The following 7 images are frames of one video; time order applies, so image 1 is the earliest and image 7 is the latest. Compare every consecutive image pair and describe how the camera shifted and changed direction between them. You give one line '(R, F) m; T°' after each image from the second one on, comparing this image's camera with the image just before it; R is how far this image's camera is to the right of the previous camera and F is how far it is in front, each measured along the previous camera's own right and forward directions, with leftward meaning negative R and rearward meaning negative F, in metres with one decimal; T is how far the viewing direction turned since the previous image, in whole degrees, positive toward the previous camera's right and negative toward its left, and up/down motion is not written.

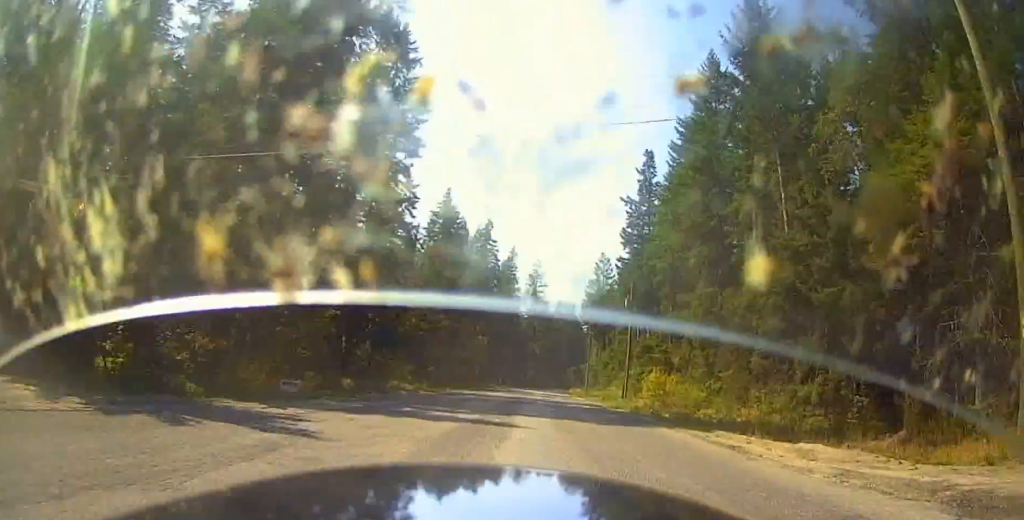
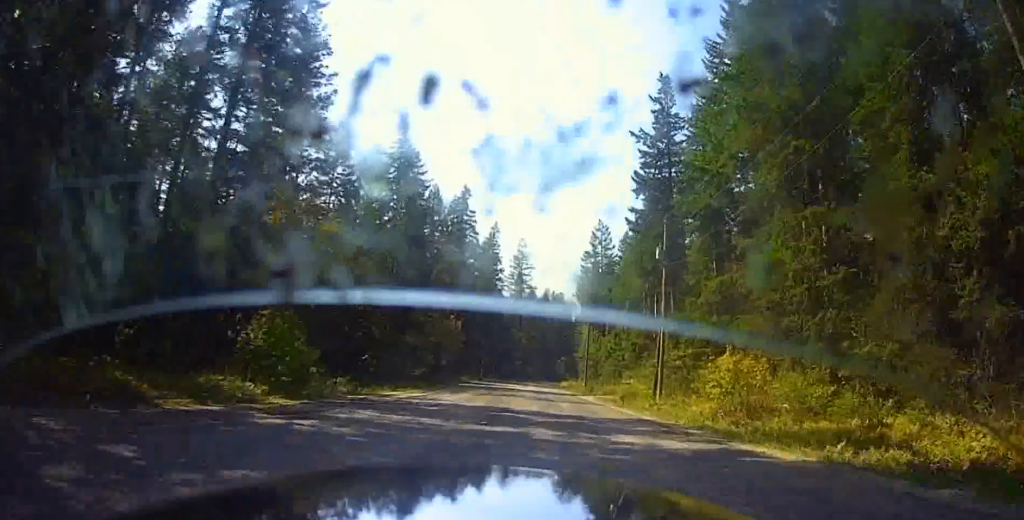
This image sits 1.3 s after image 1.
(0.0, +21.4) m; 0°
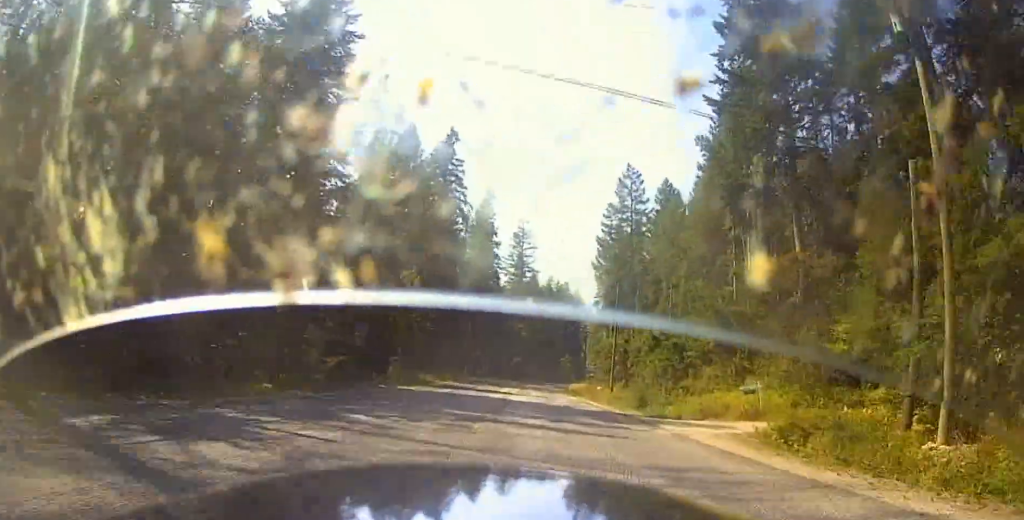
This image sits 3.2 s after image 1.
(+0.3, +31.2) m; +1°
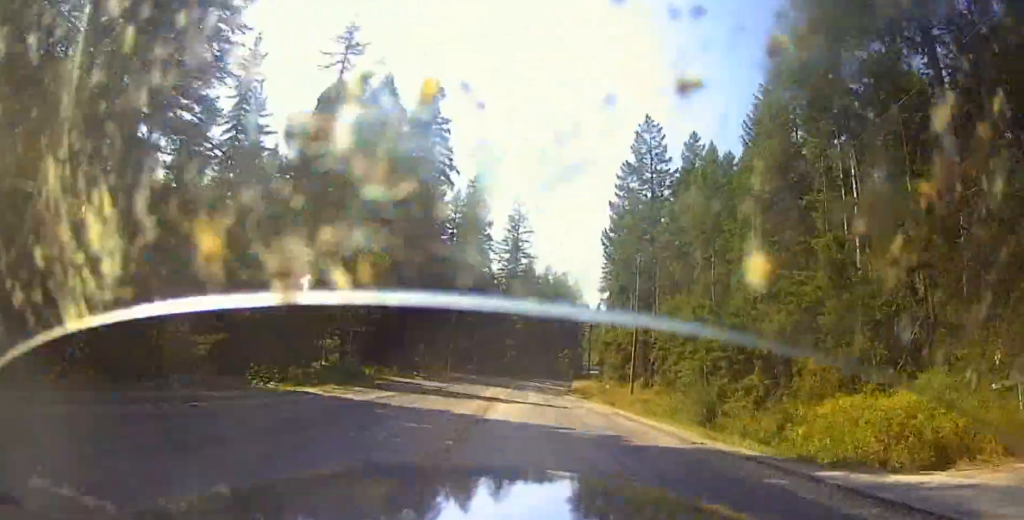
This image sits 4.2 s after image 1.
(+0.1, +15.4) m; 0°
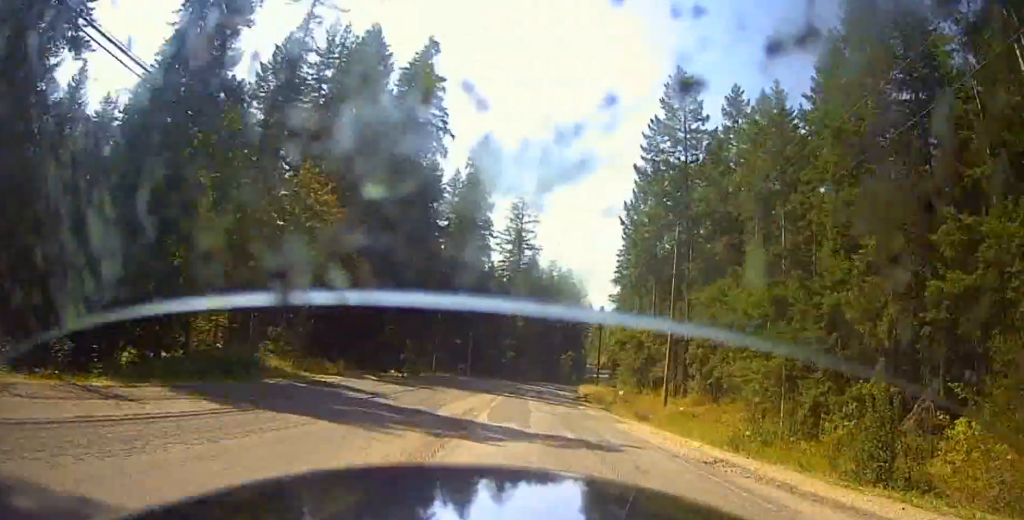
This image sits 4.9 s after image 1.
(0.0, +12.1) m; +1°
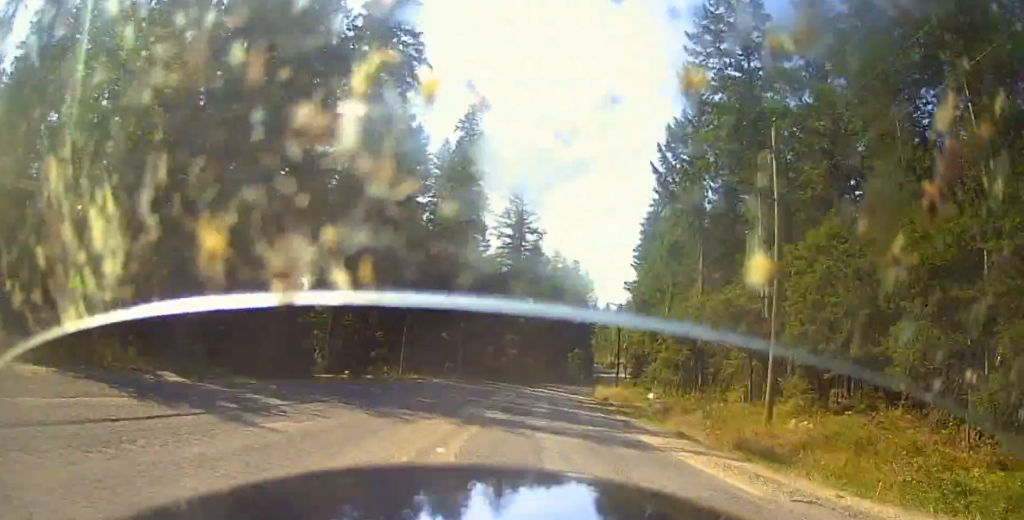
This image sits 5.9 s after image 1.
(+0.2, +16.9) m; +3°
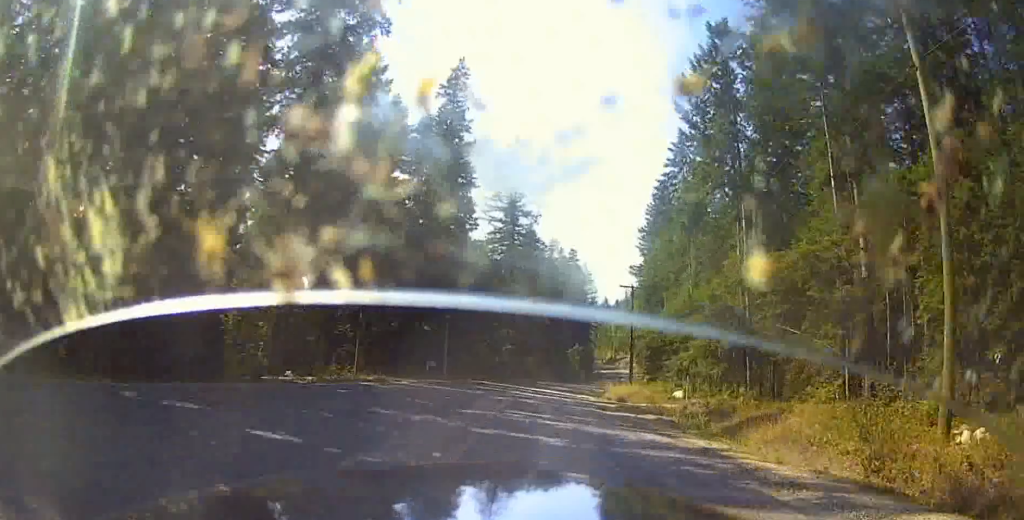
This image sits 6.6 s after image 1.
(+0.4, +10.8) m; +2°
